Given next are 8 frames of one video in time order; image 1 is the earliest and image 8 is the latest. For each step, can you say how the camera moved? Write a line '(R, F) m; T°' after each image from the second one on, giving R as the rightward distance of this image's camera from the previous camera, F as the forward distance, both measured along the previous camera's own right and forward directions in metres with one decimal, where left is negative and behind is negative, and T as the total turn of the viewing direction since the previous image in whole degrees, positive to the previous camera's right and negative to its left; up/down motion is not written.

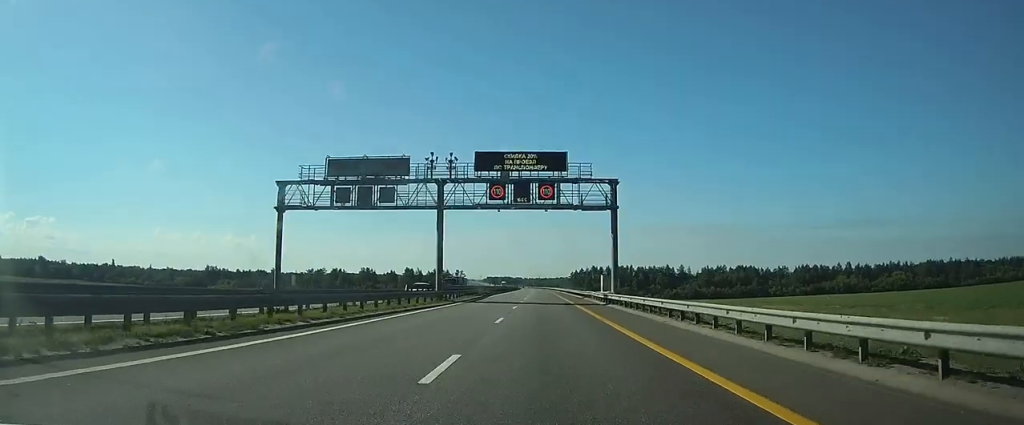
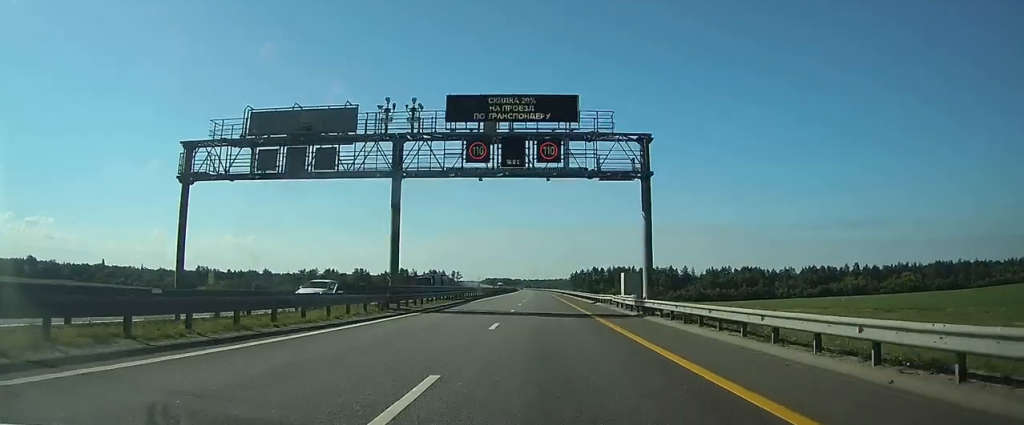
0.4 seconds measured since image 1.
(0.0, +14.3) m; 0°
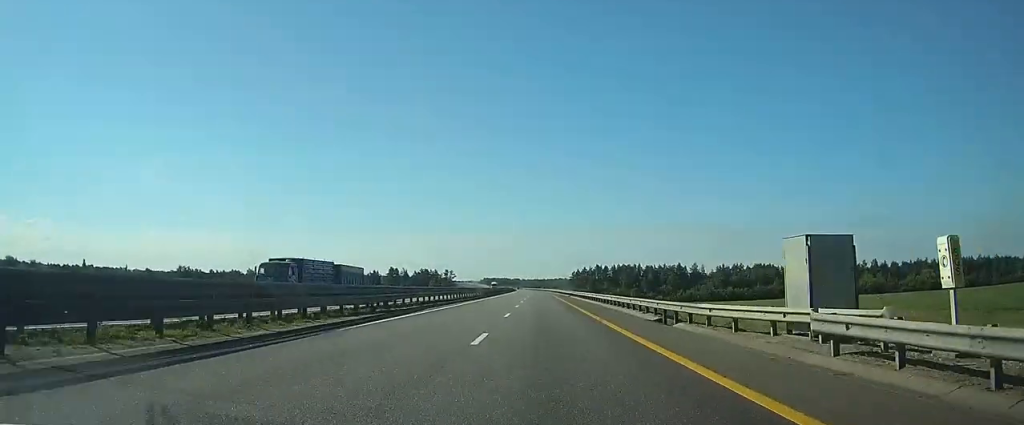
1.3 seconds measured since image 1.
(0.0, +28.6) m; 0°
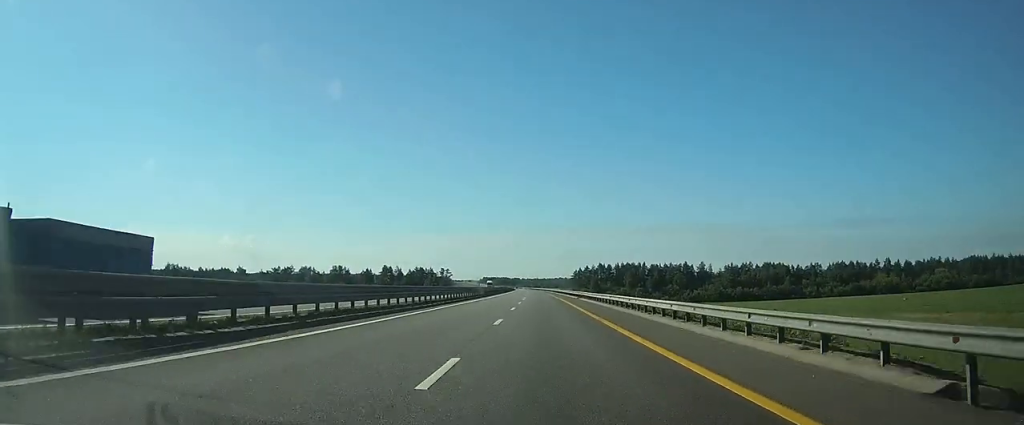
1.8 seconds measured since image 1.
(0.0, +17.6) m; 0°
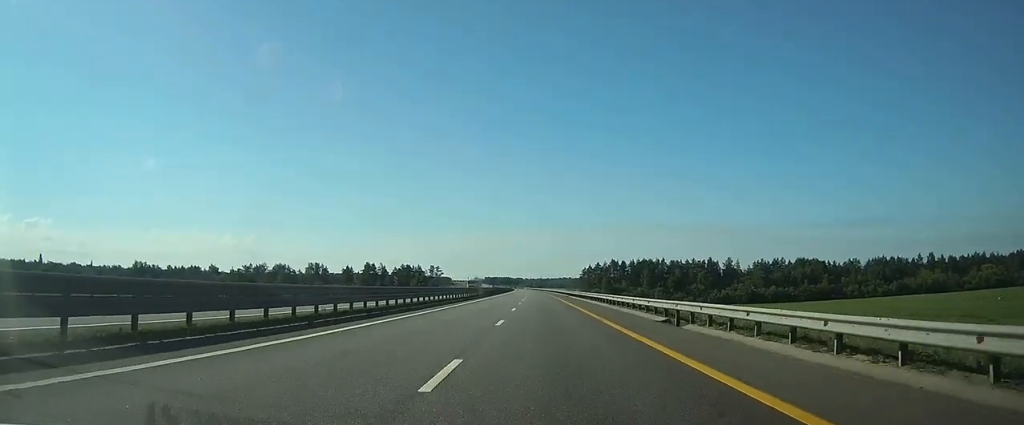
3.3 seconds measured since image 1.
(0.0, +48.4) m; 0°
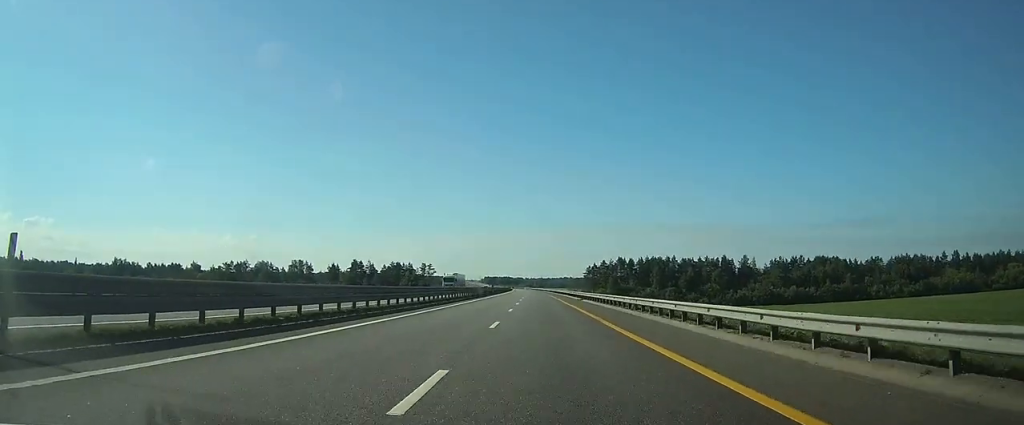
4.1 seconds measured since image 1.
(0.0, +25.3) m; 0°
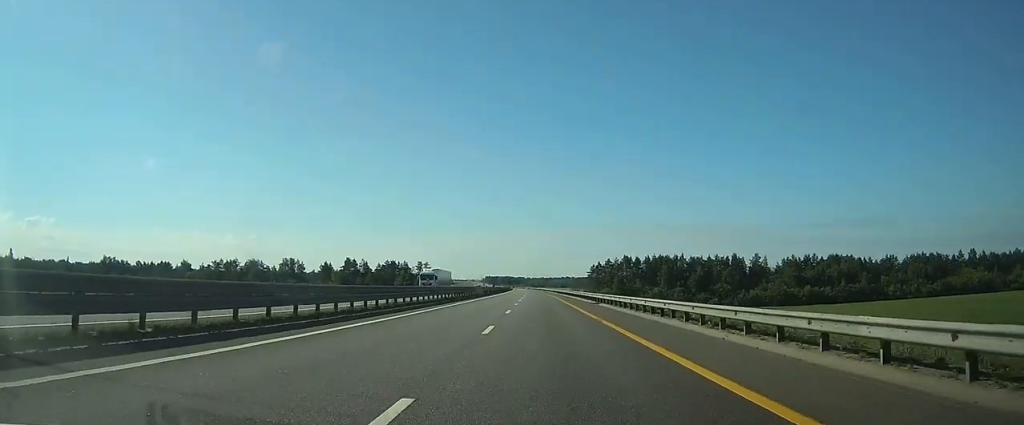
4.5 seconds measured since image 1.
(0.0, +14.2) m; 0°
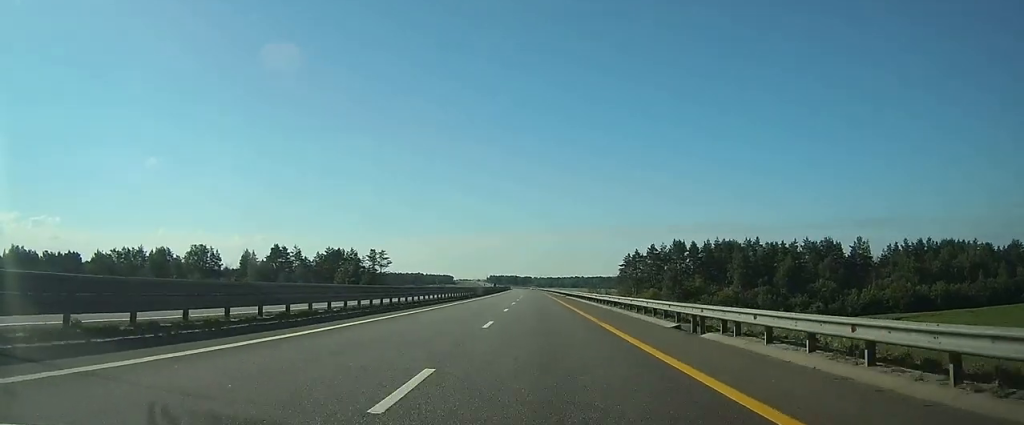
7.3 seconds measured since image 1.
(-0.8, +93.2) m; -1°
